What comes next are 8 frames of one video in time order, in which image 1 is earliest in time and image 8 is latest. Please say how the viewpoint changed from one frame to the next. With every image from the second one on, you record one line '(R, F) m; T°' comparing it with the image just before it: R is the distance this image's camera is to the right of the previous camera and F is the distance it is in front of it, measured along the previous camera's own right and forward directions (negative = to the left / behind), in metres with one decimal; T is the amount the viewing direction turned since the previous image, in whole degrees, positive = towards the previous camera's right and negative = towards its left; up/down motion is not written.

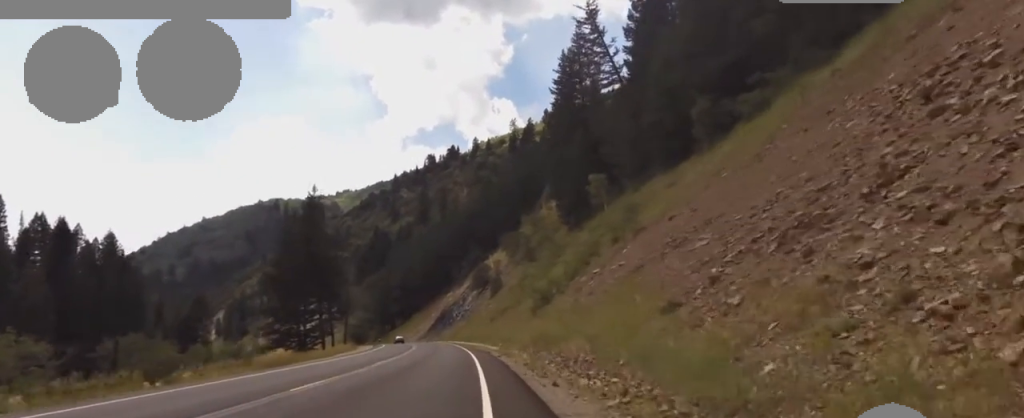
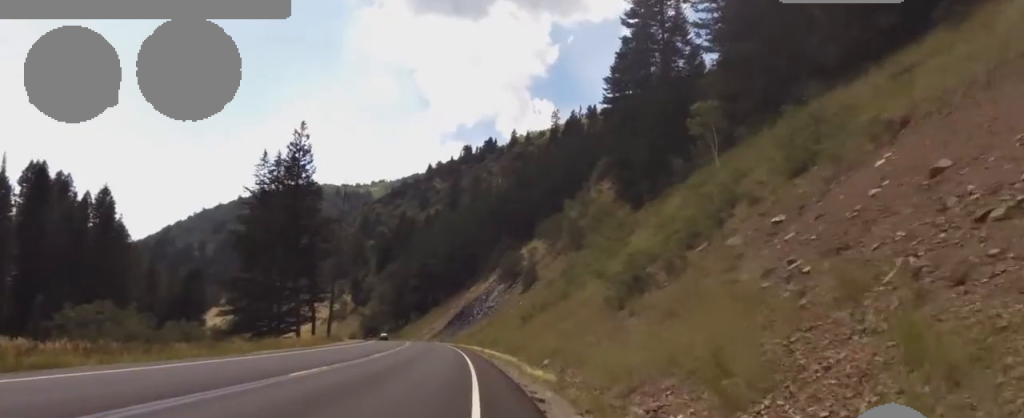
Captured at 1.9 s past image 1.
(-0.9, +25.7) m; -7°
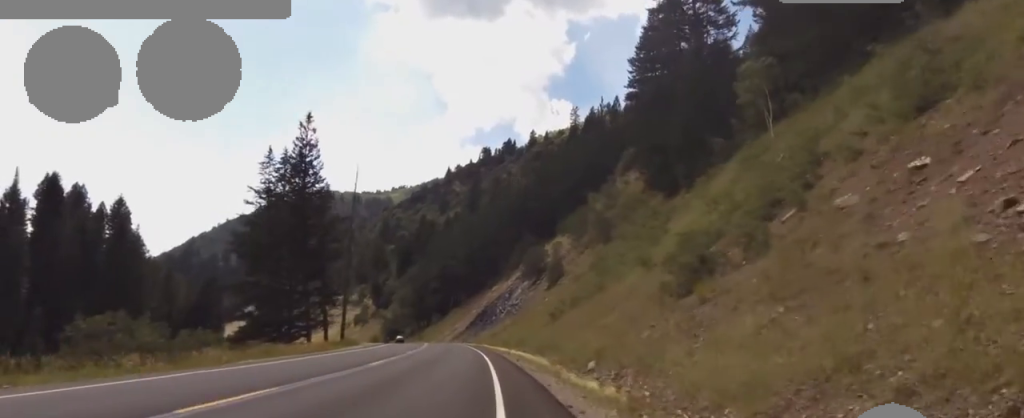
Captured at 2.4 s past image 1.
(-0.7, +5.9) m; 0°
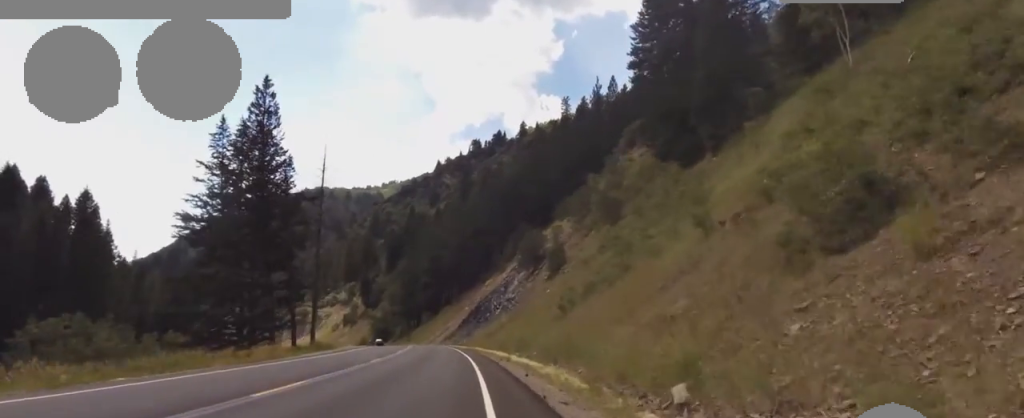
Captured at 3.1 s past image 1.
(+0.2, +10.1) m; 0°
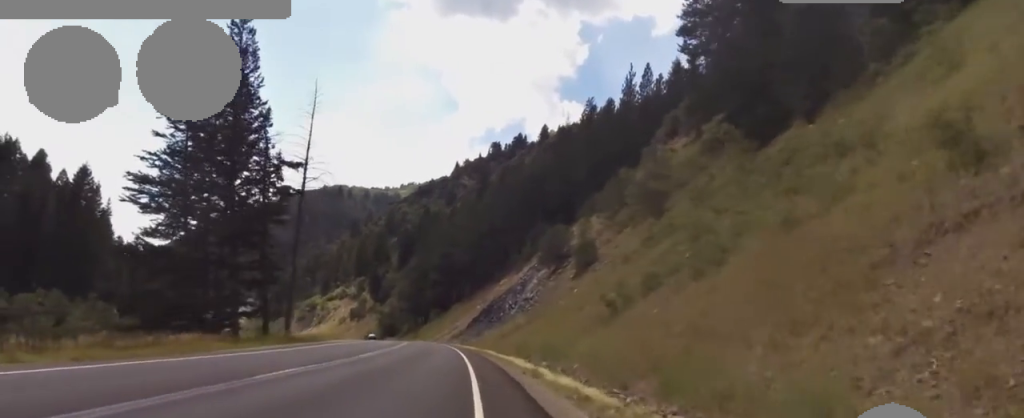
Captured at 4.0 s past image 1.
(+0.3, +12.1) m; -2°
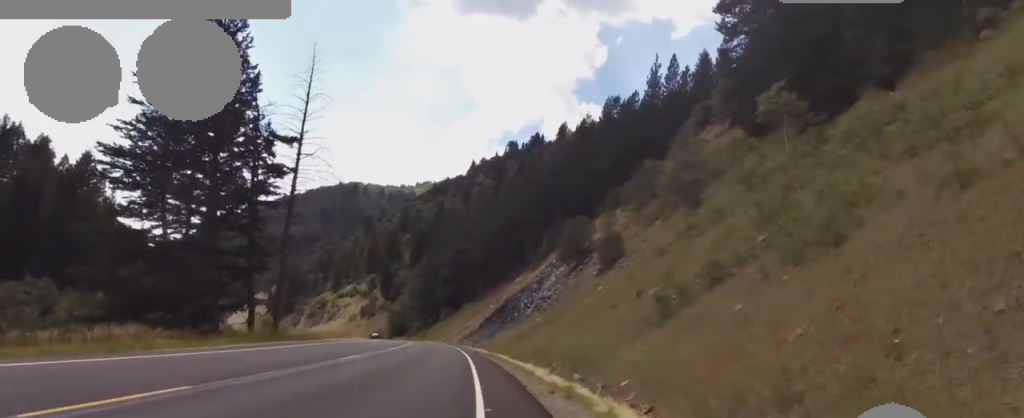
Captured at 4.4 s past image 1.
(-0.4, +6.1) m; -3°
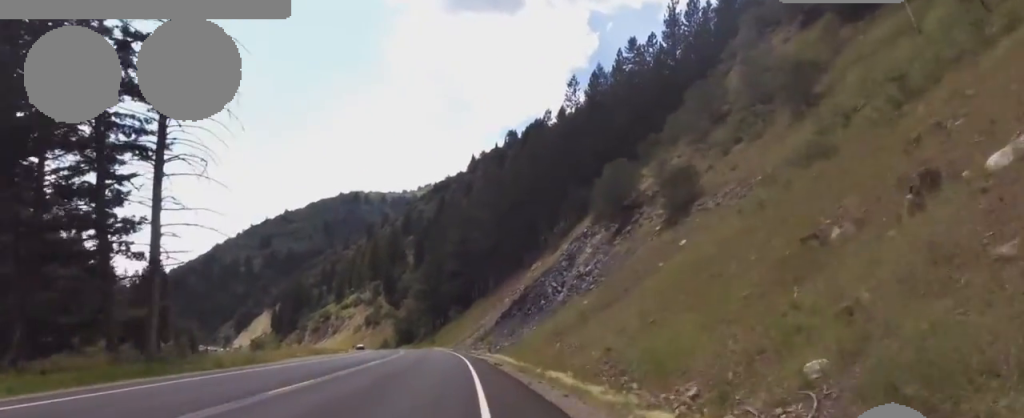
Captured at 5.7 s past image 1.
(-0.5, +18.4) m; -2°
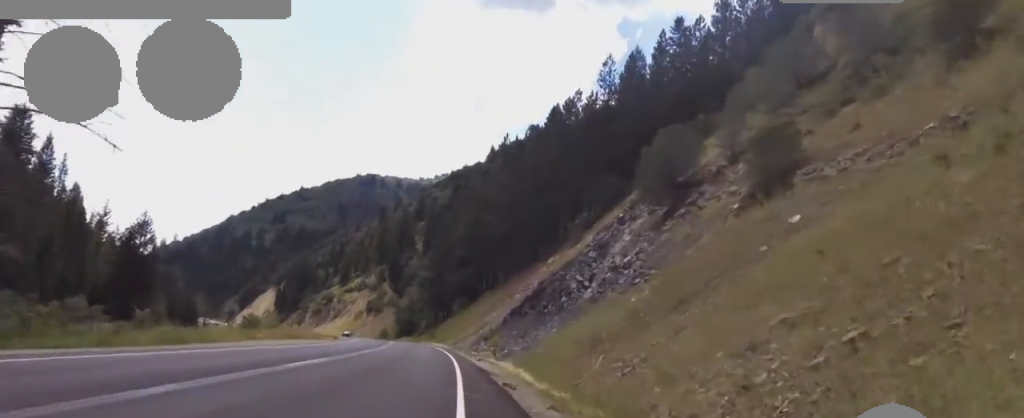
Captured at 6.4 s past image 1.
(0.0, +10.4) m; 0°
